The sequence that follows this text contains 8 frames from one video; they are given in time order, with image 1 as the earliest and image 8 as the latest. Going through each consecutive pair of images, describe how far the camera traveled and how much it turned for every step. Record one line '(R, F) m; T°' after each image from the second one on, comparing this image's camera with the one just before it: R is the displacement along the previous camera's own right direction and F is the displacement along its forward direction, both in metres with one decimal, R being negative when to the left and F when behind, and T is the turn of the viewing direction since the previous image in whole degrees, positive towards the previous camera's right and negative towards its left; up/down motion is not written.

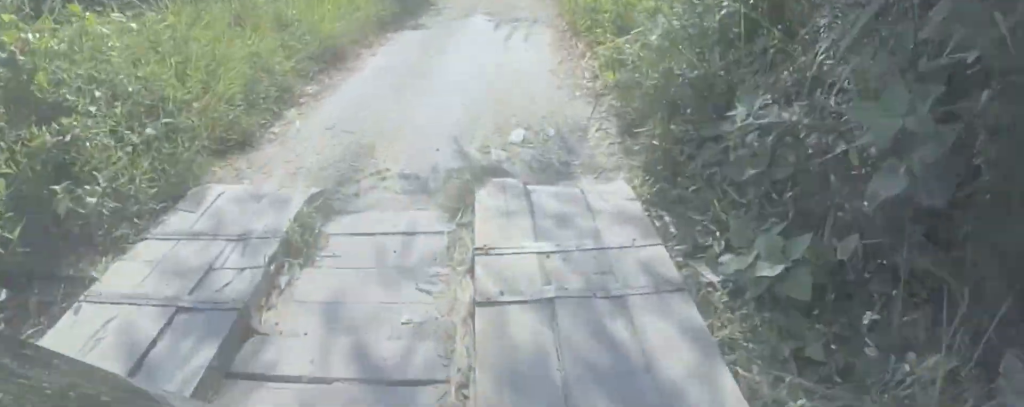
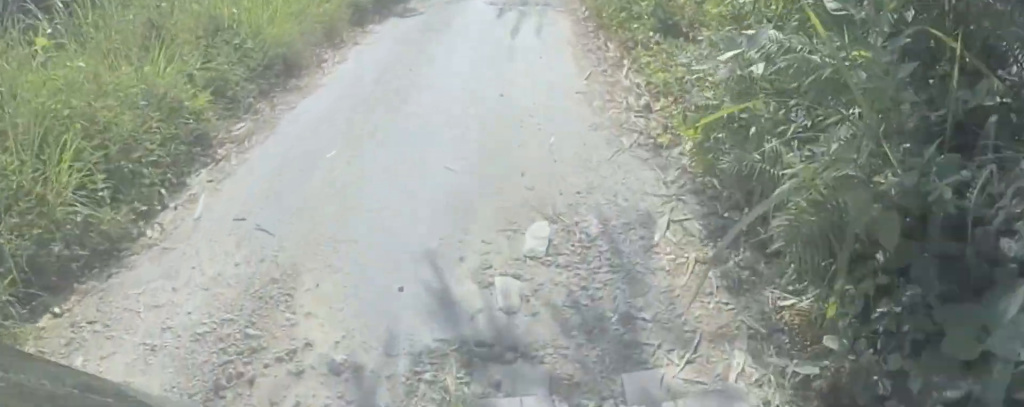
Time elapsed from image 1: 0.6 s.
(+0.6, +2.3) m; +1°
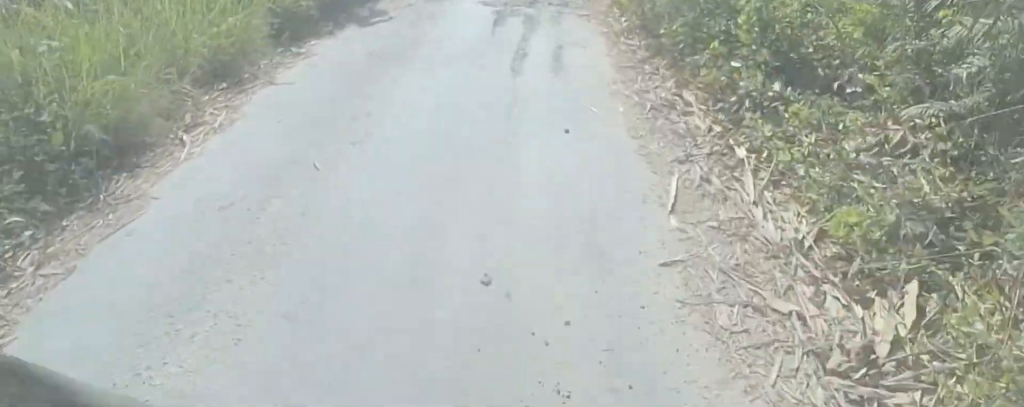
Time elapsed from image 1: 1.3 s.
(-0.8, +2.7) m; 0°
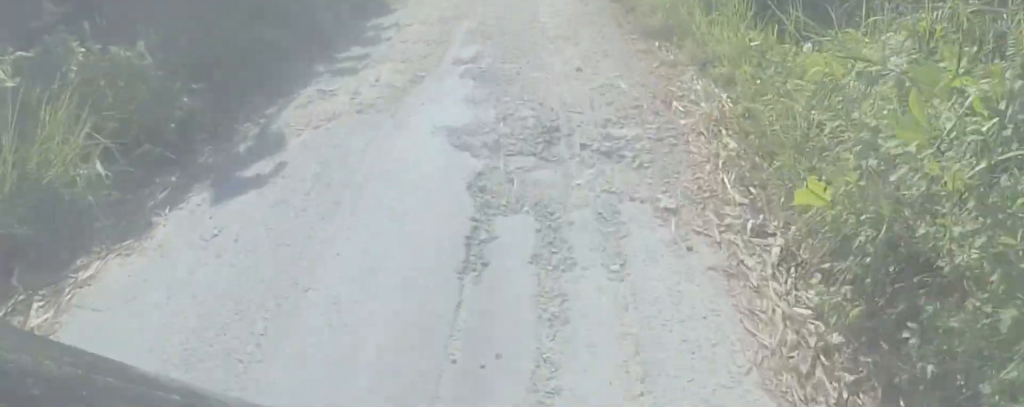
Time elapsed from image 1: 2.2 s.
(+0.4, +3.9) m; +3°
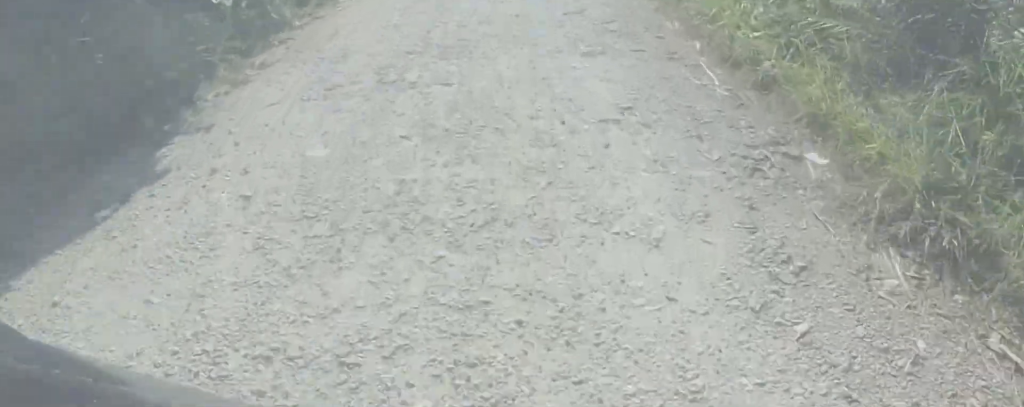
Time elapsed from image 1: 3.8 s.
(-0.2, +8.8) m; -4°
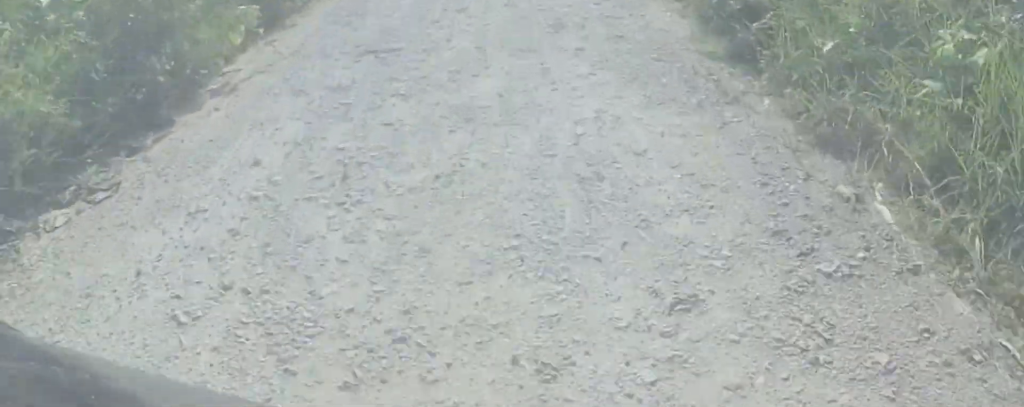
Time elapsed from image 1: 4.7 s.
(0.0, +6.0) m; 0°
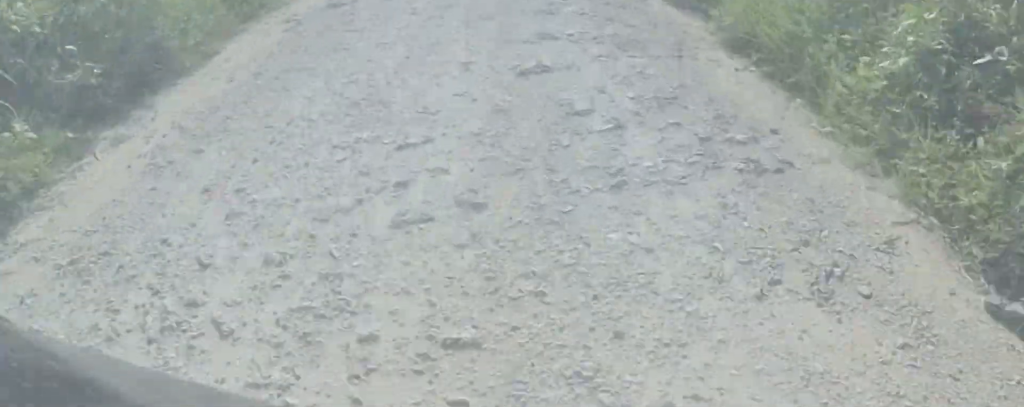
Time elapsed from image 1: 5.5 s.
(0.0, +5.4) m; 0°
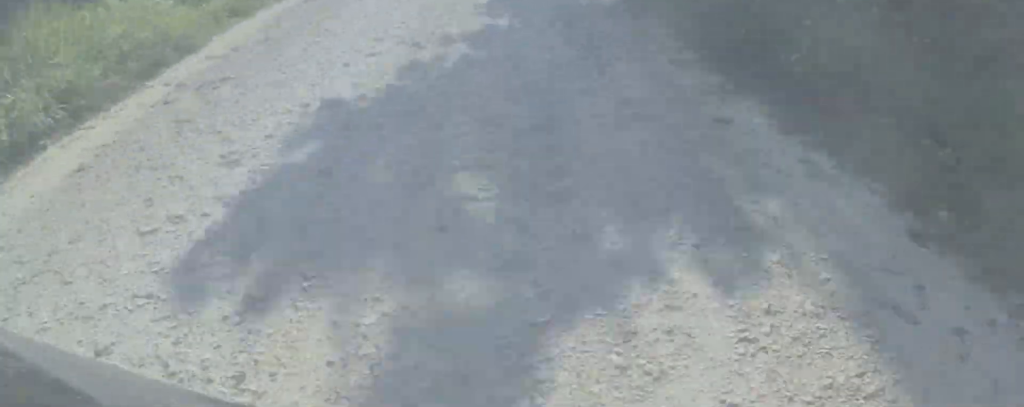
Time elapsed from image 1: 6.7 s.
(0.0, +8.6) m; 0°
